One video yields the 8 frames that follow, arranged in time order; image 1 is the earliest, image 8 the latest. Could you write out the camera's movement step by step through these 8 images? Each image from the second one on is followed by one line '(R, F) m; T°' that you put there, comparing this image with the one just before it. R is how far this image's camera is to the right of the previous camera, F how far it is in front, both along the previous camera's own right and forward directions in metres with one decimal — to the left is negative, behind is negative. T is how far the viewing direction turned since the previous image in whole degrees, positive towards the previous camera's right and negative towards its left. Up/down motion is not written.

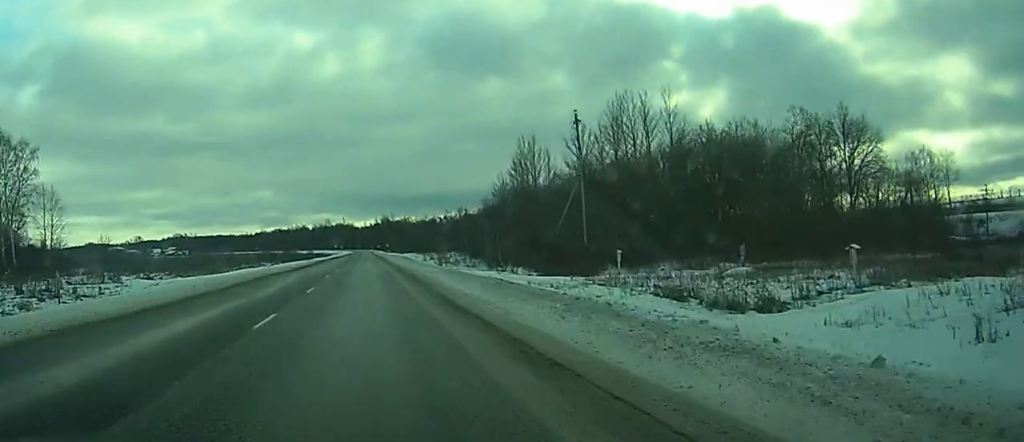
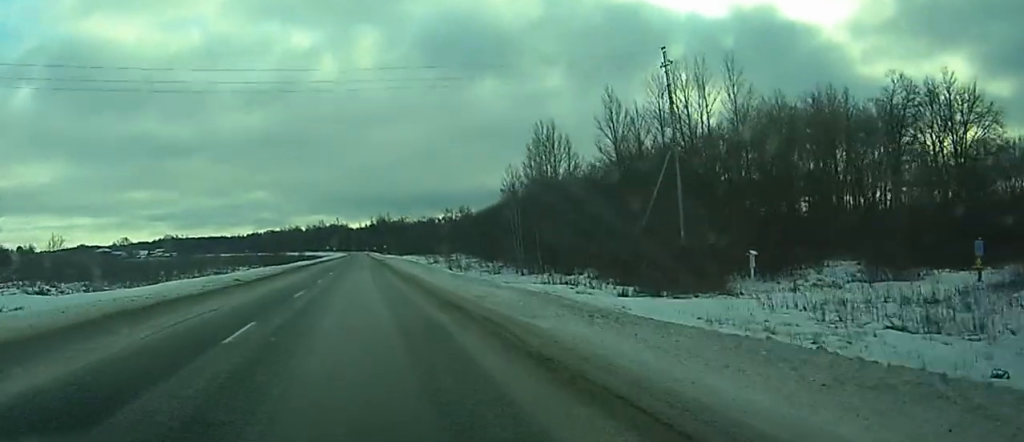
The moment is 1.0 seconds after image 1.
(+0.1, +26.4) m; 0°
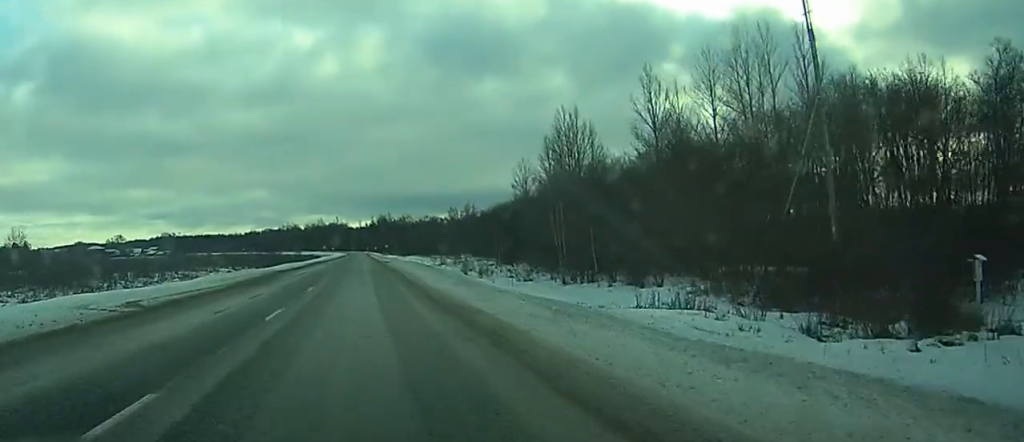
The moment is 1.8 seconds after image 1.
(0.0, +18.7) m; 0°
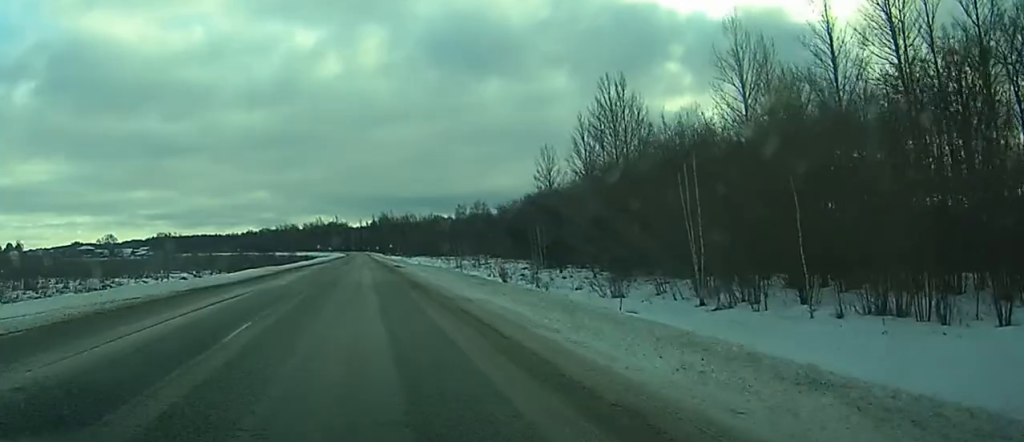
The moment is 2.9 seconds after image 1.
(0.0, +29.0) m; 0°
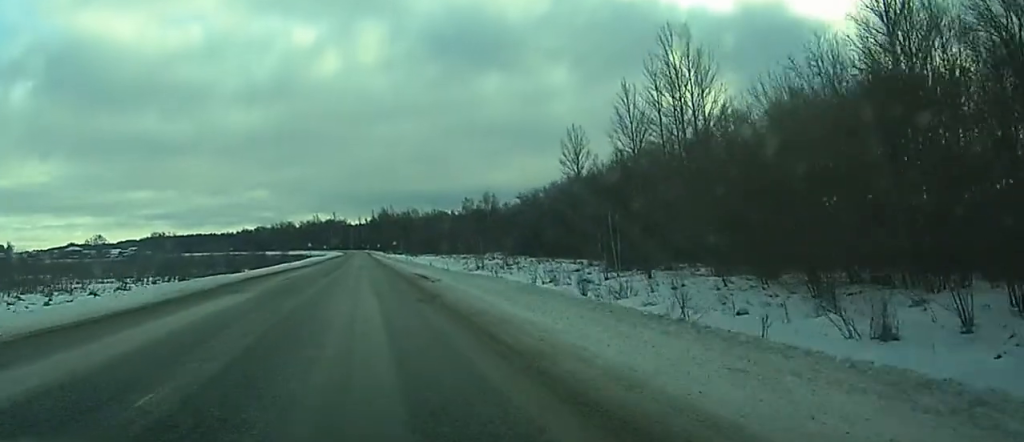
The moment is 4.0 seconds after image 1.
(0.0, +28.1) m; 0°
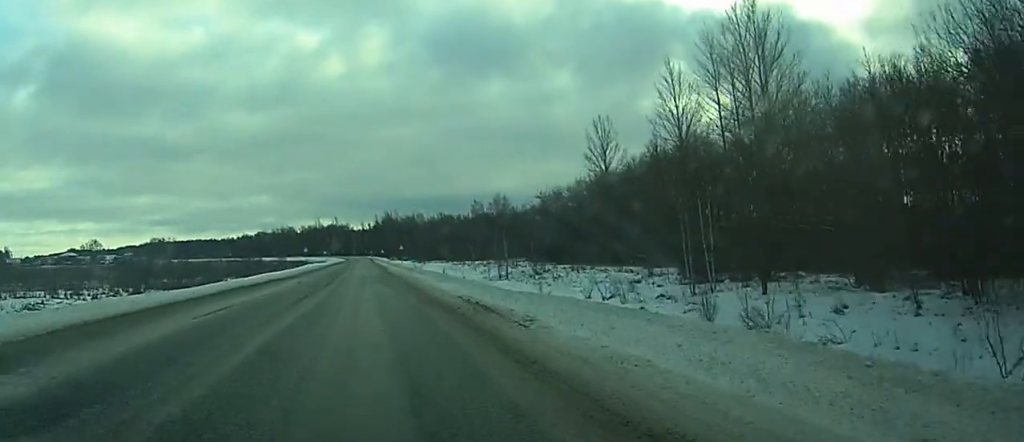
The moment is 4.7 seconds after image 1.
(-0.1, +17.9) m; 0°
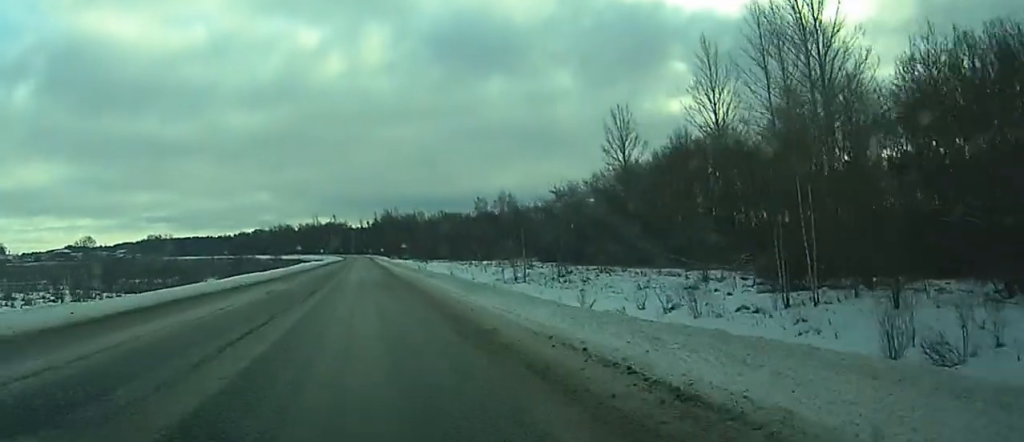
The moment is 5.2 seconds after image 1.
(0.0, +11.9) m; 0°
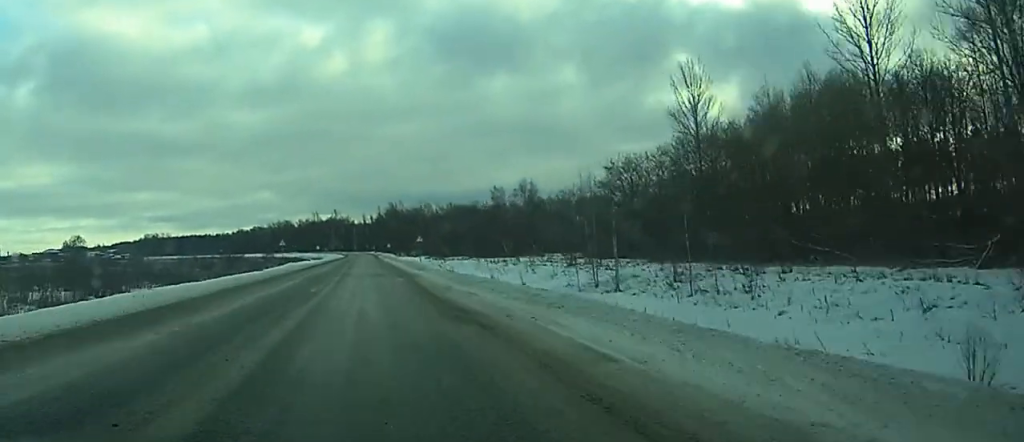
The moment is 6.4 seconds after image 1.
(-0.1, +31.5) m; 0°
